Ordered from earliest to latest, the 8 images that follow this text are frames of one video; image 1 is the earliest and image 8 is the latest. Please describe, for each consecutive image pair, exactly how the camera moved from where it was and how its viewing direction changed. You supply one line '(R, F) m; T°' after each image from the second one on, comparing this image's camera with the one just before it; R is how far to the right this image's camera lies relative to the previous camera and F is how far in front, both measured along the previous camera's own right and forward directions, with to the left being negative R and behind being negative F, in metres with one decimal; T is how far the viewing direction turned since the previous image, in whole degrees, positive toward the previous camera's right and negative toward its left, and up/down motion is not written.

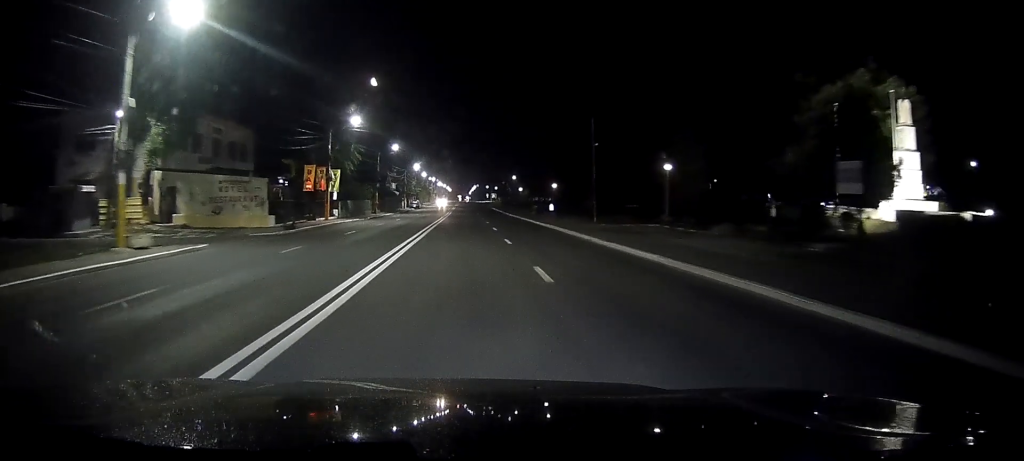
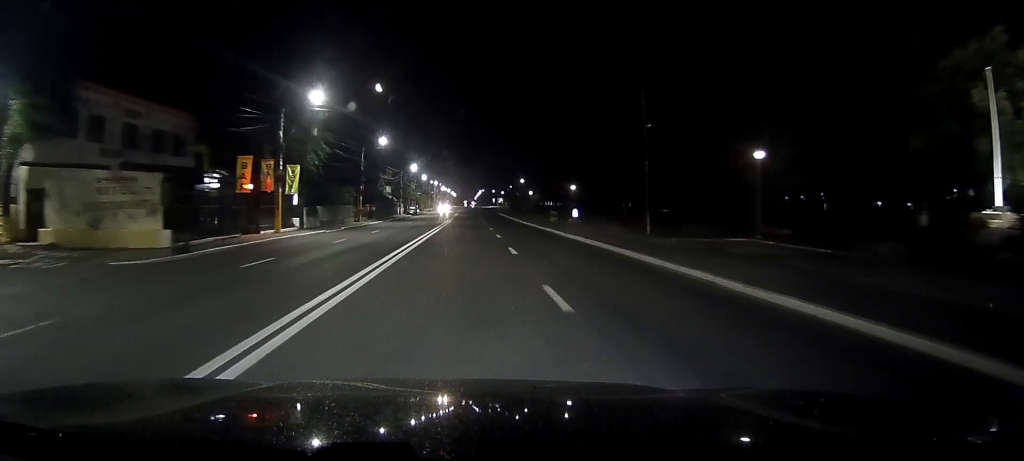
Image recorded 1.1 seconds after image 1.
(0.0, +15.4) m; -1°
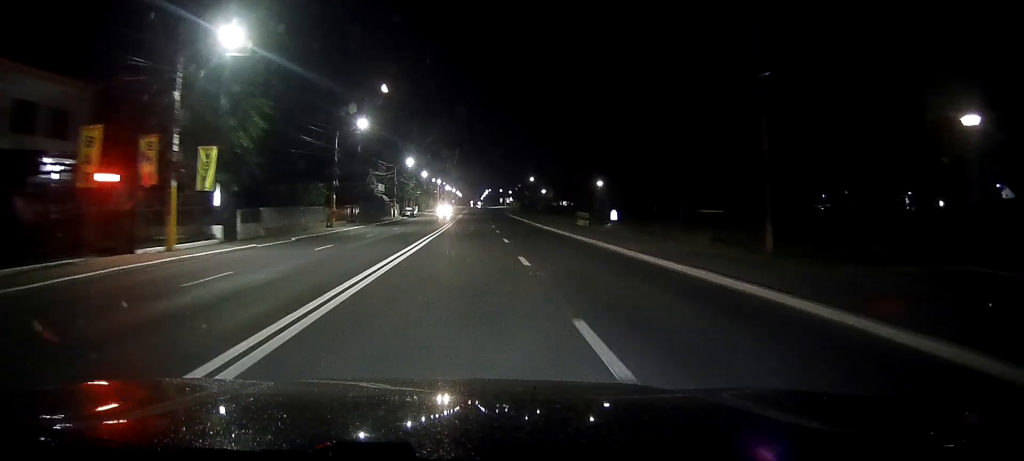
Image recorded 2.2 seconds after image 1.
(-0.2, +15.8) m; 0°
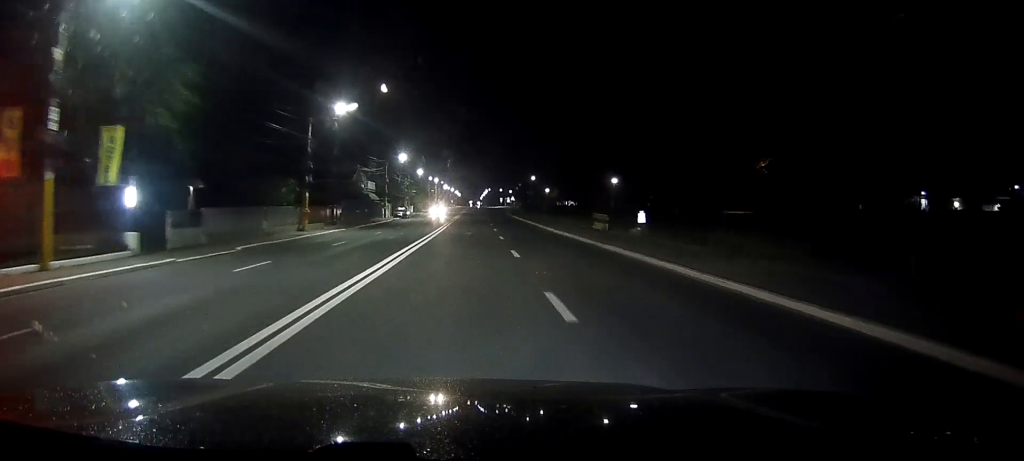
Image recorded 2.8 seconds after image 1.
(0.0, +8.6) m; 0°
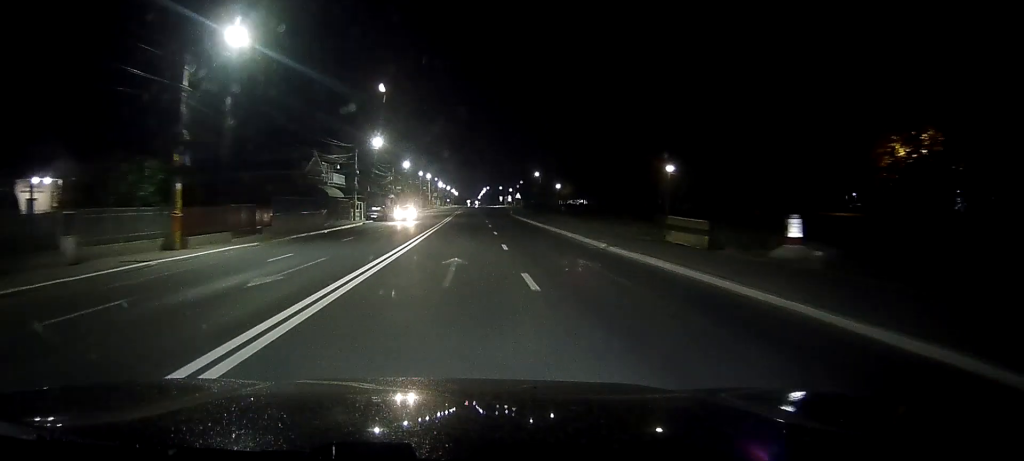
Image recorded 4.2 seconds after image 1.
(-0.1, +20.0) m; 0°
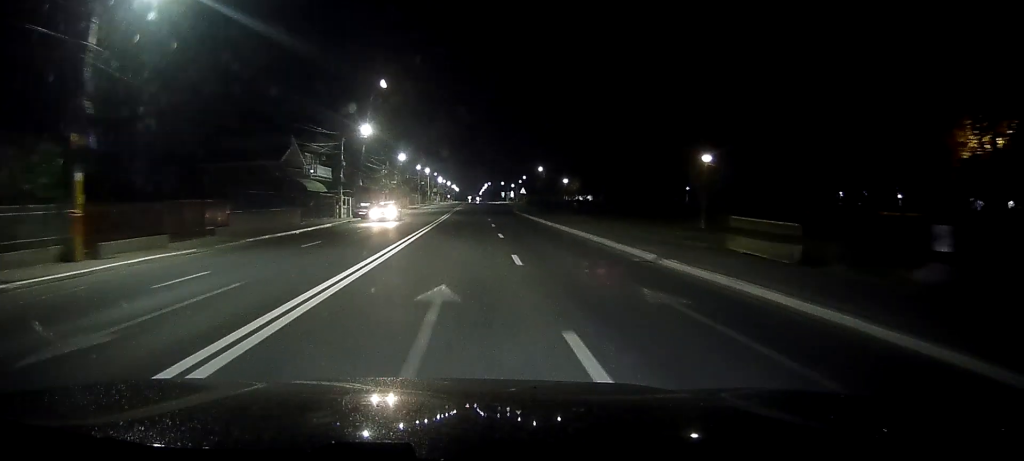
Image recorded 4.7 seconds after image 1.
(0.0, +7.6) m; 0°
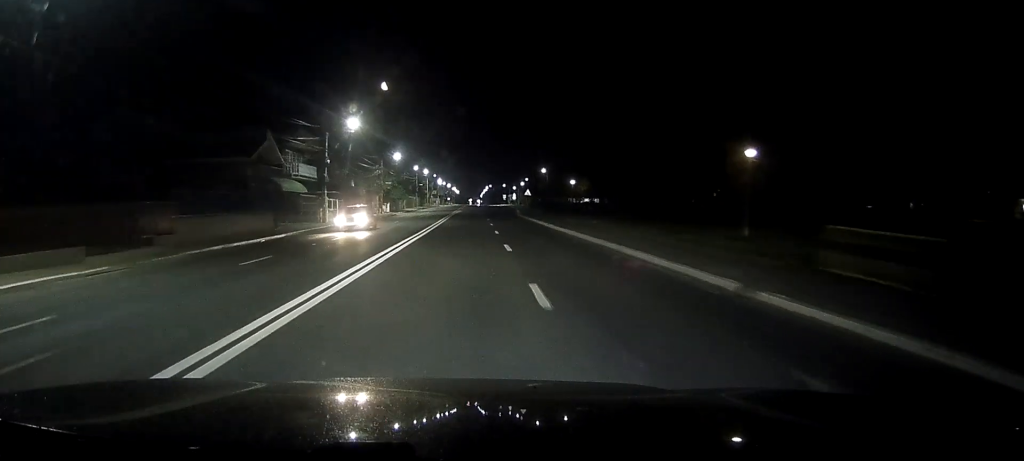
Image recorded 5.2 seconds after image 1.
(+0.1, +6.6) m; 0°
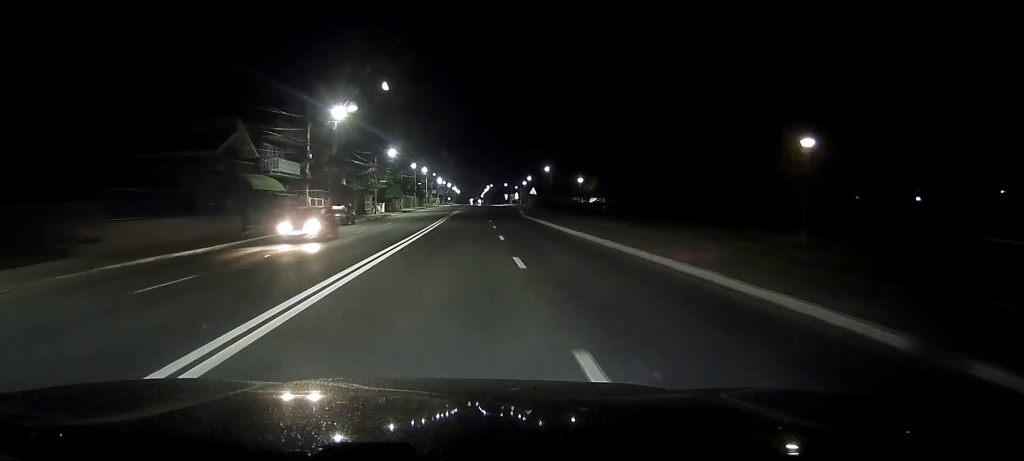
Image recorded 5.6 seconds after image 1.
(+0.1, +6.1) m; 0°
